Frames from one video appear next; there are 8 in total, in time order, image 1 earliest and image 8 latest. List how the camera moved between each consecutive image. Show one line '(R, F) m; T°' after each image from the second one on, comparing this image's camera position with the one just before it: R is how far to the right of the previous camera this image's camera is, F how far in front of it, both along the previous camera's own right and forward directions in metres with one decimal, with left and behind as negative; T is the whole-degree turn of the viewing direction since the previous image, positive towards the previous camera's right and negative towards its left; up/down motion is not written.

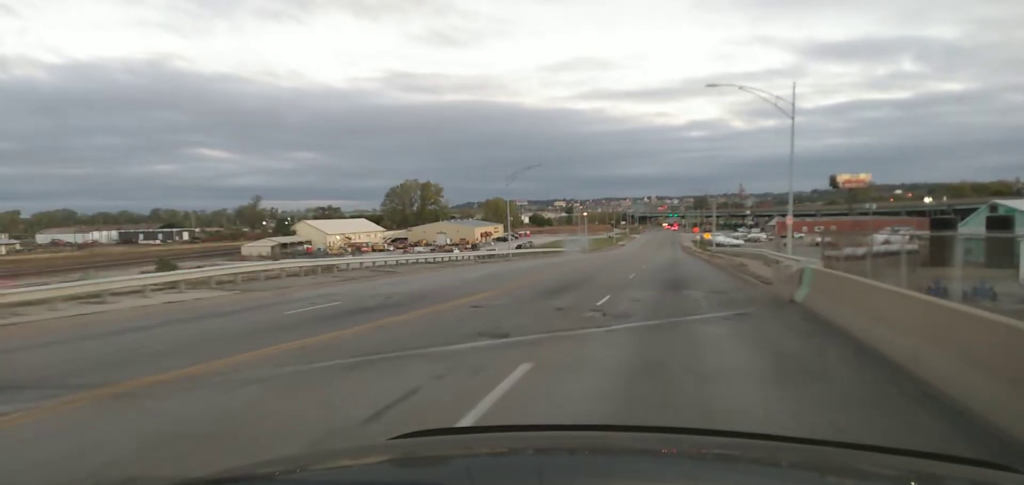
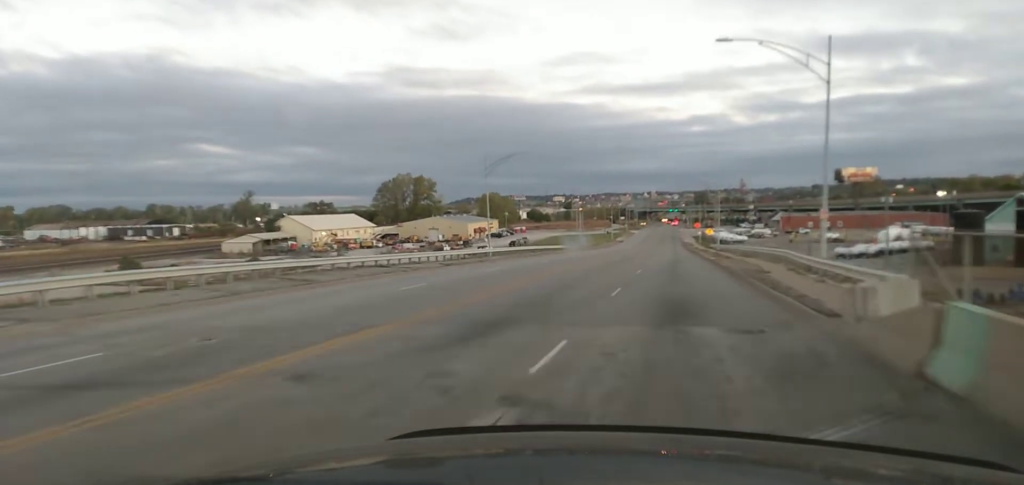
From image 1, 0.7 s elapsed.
(-0.4, +9.2) m; +1°
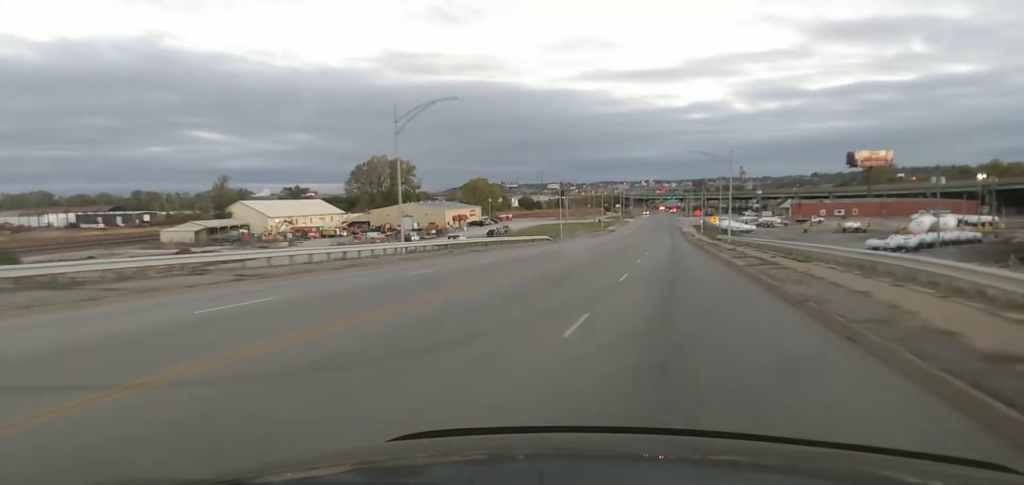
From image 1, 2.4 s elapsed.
(+0.1, +22.4) m; -2°
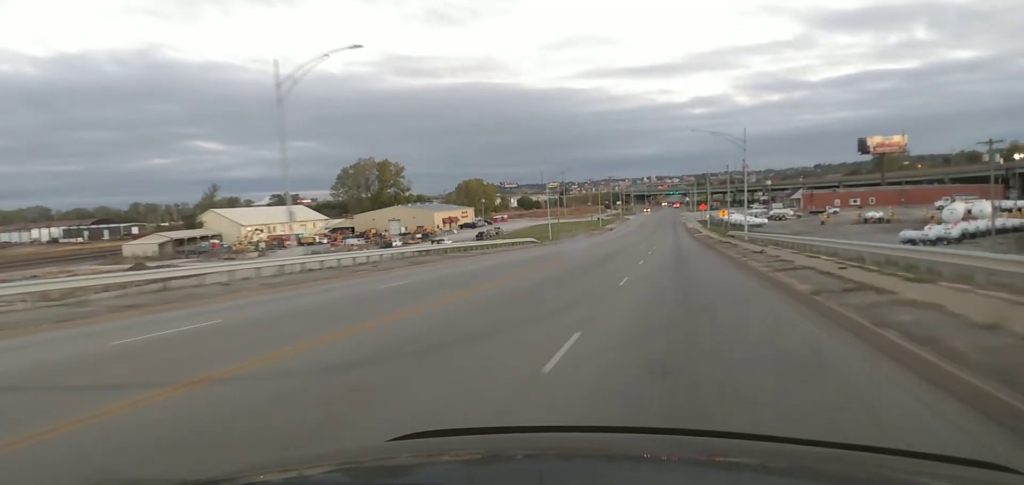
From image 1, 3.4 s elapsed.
(0.0, +13.7) m; 0°
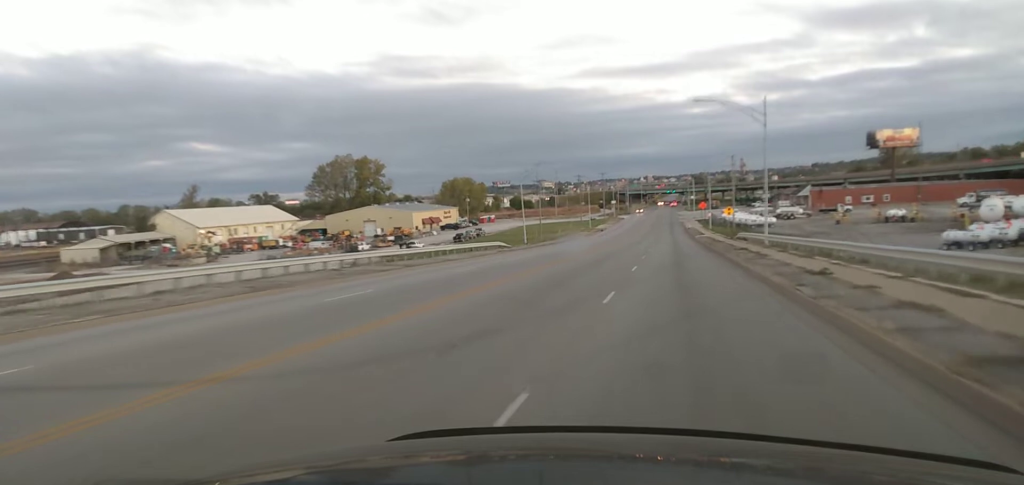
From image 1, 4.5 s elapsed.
(+0.1, +16.6) m; -1°
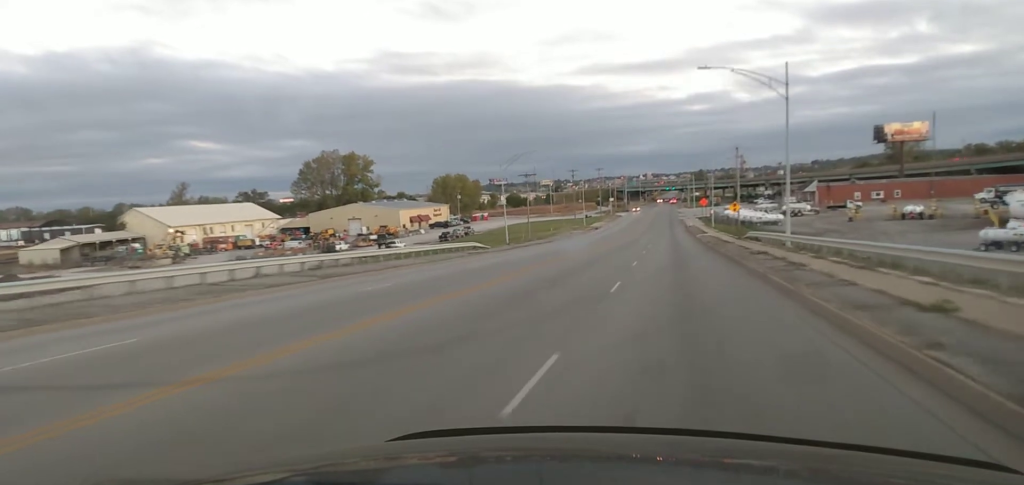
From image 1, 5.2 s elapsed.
(-0.1, +8.9) m; -1°
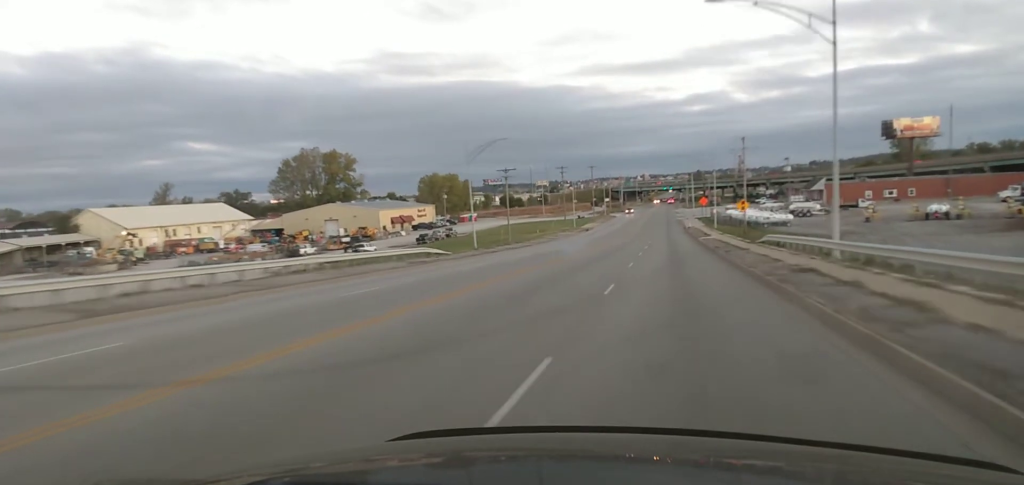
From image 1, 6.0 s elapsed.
(-0.1, +12.3) m; 0°
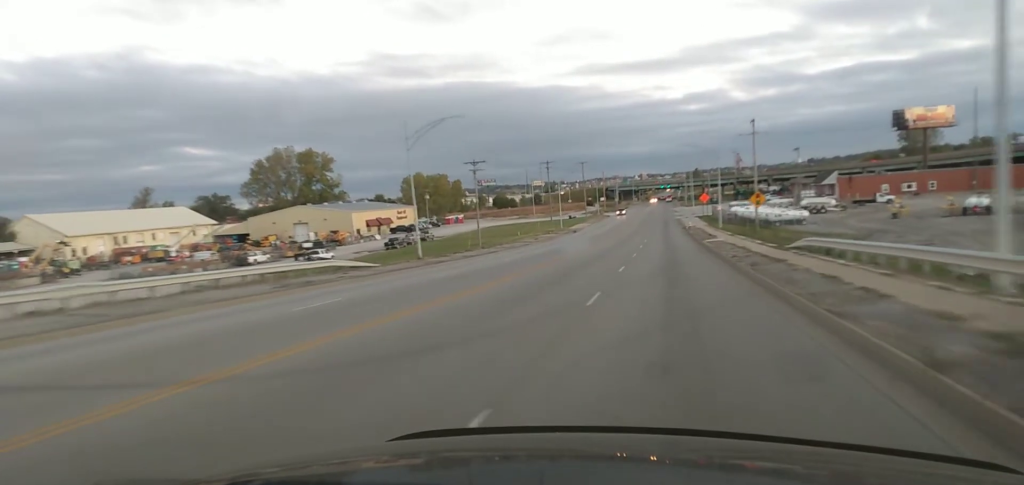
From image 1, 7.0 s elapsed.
(+0.2, +14.8) m; +2°
